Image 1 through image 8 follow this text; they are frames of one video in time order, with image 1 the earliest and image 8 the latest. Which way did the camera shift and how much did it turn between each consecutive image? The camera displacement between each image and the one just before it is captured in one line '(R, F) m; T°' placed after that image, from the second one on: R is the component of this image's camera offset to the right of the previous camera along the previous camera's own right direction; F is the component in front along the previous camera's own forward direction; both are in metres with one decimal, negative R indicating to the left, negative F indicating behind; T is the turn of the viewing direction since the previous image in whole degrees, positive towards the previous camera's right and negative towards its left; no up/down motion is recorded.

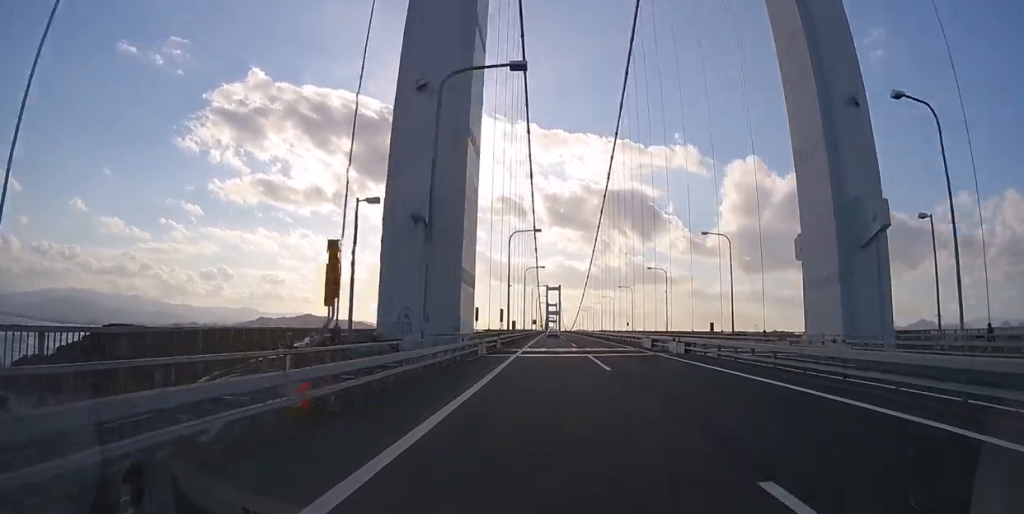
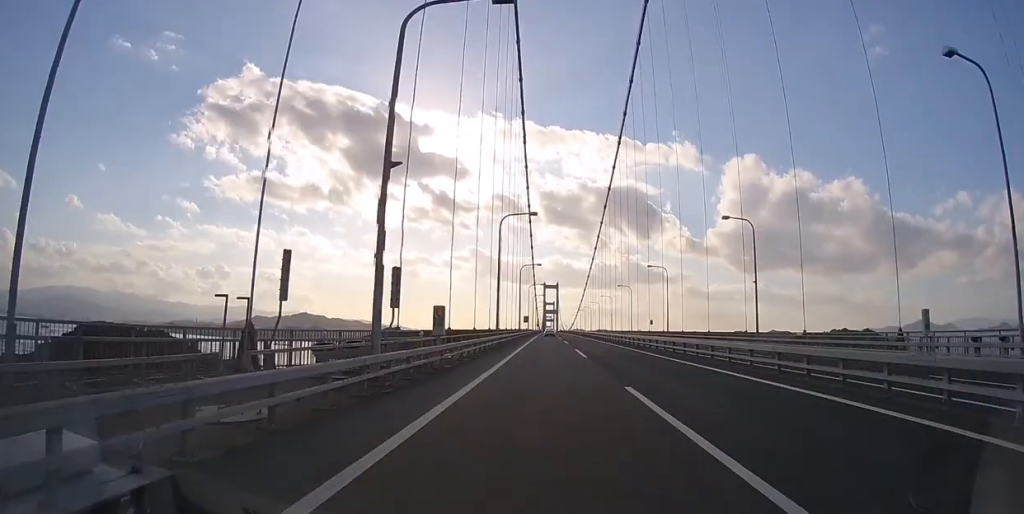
(0.0, +32.9) m; 0°
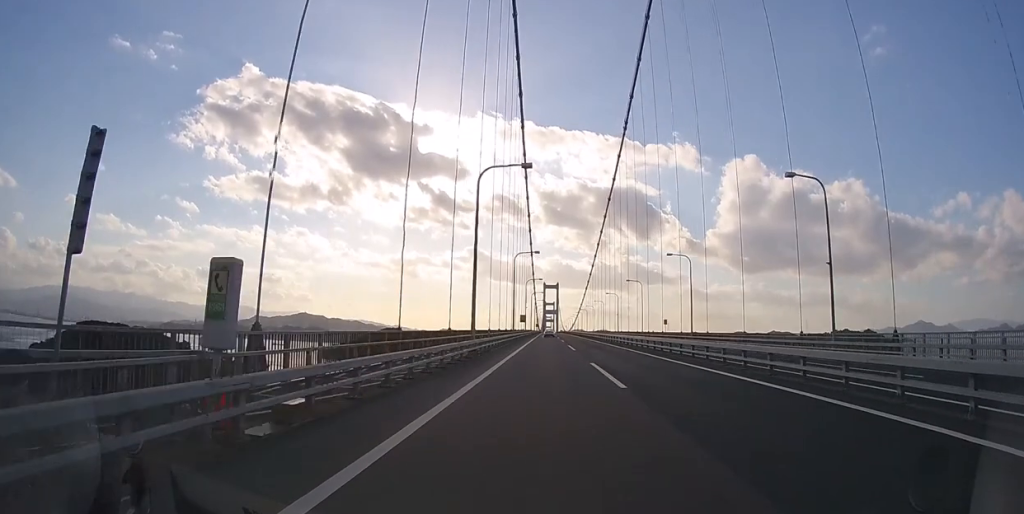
(-0.1, +11.9) m; 0°
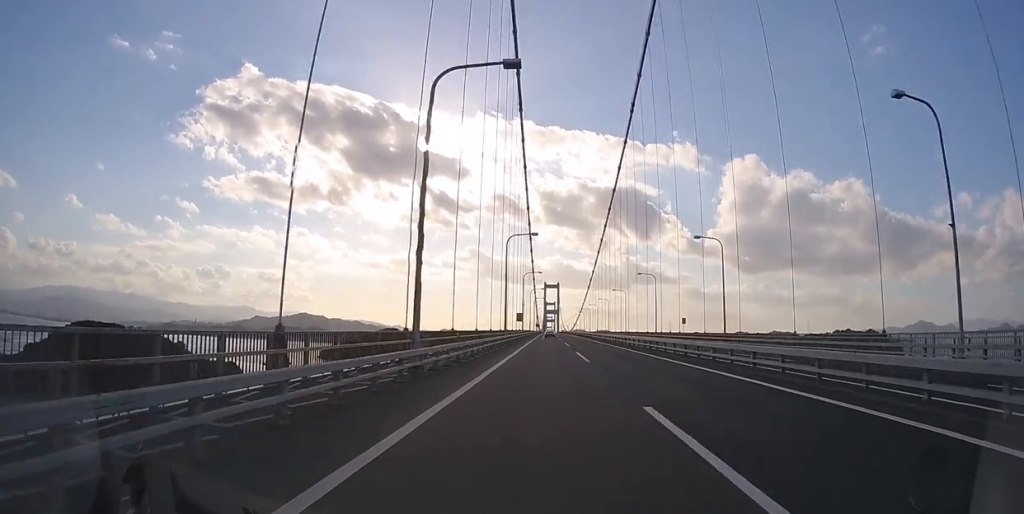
(+0.1, +10.5) m; 0°
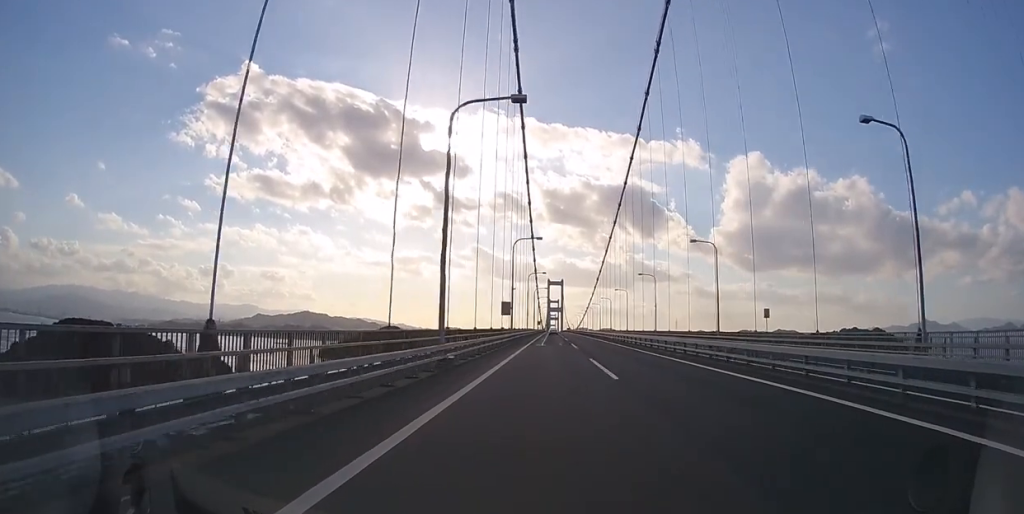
(+0.1, +28.1) m; 0°
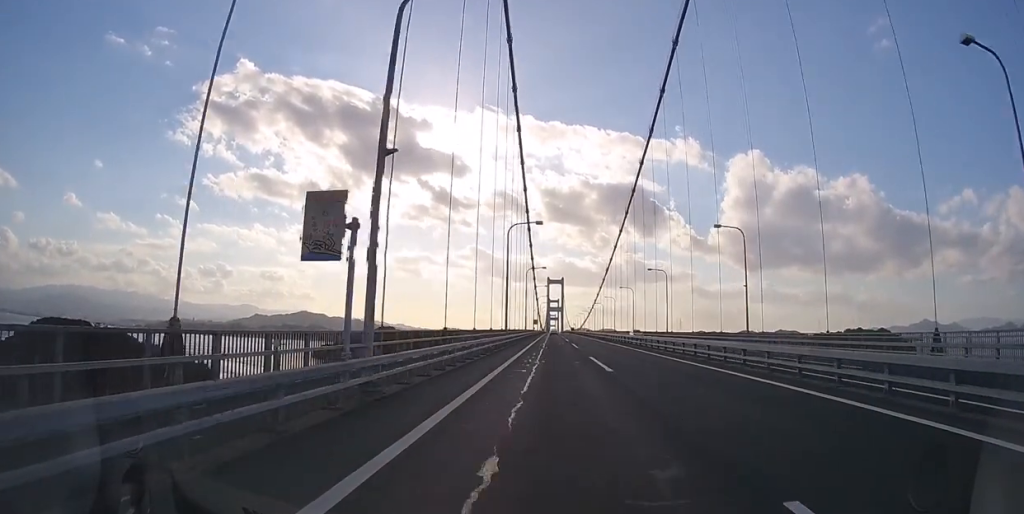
(0.0, +37.4) m; 0°
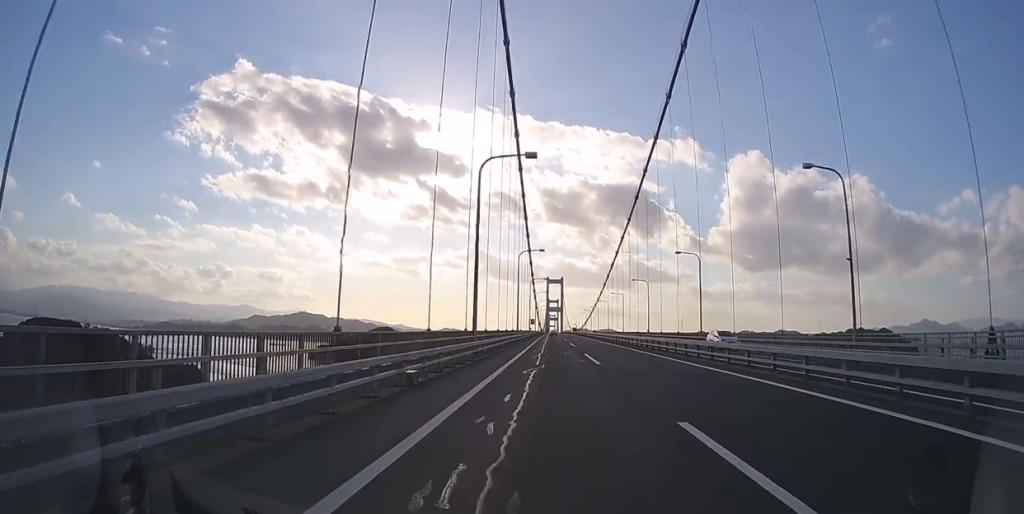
(0.0, +16.2) m; 0°
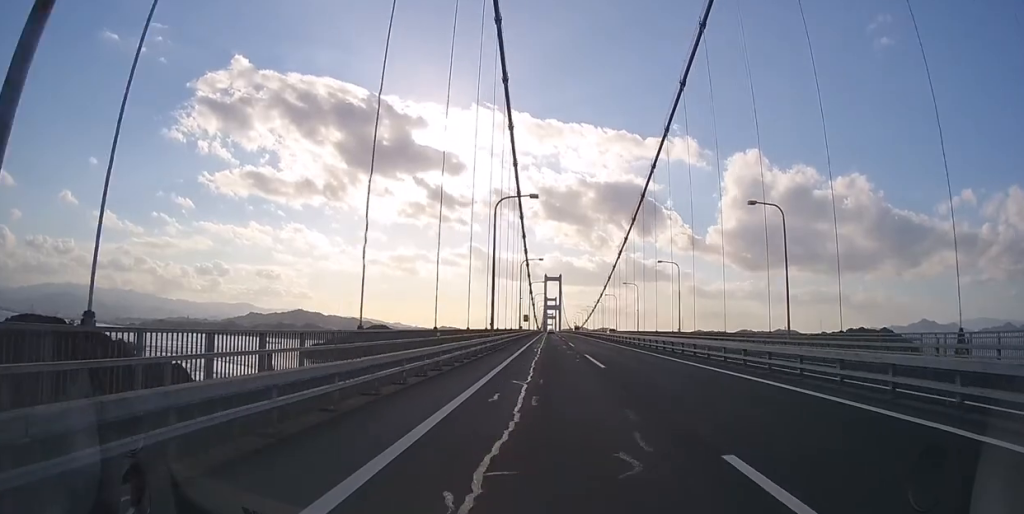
(0.0, +22.5) m; 0°
